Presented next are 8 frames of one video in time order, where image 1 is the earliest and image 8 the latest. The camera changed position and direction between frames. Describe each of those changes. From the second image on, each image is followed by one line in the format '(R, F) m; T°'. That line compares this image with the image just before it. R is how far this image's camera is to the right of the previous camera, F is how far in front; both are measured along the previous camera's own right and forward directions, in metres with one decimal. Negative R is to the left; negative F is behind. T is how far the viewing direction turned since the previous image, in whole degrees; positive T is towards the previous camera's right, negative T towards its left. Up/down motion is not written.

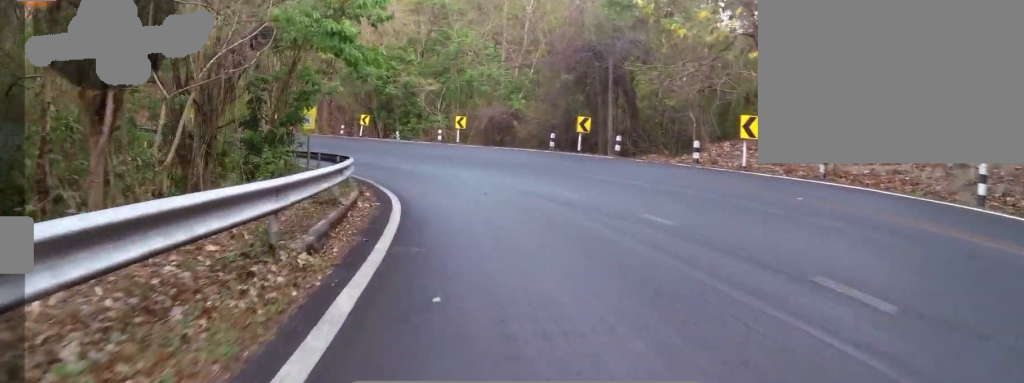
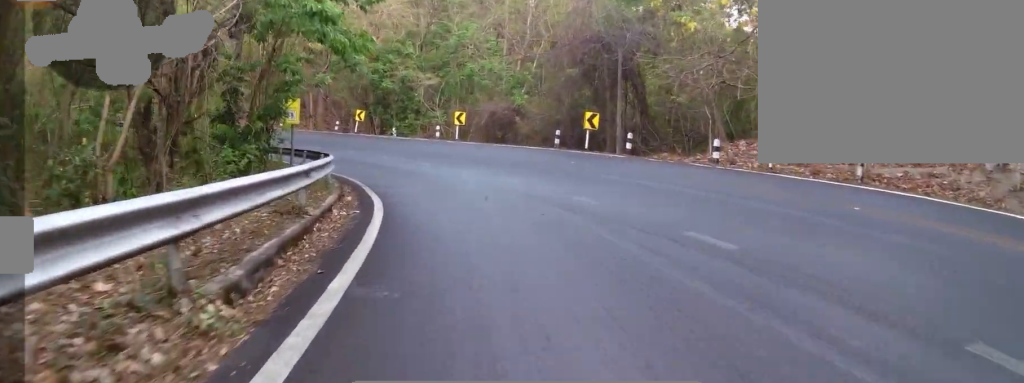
(-0.2, +2.1) m; -5°
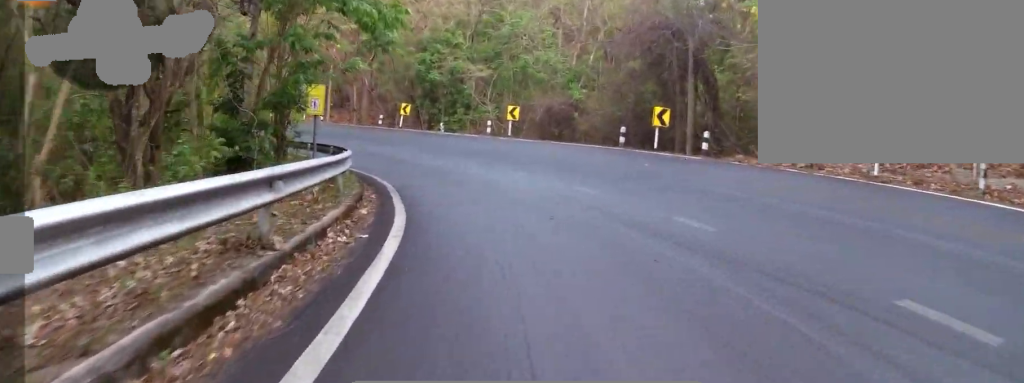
(-0.4, +3.3) m; -7°
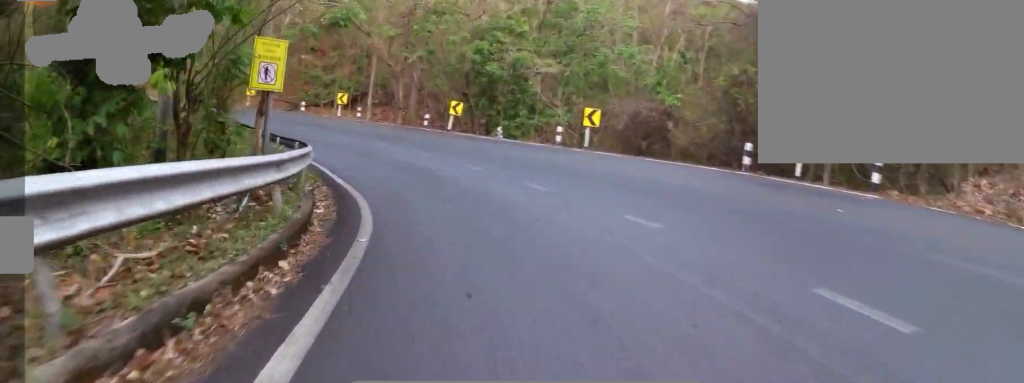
(-0.1, +7.8) m; -8°
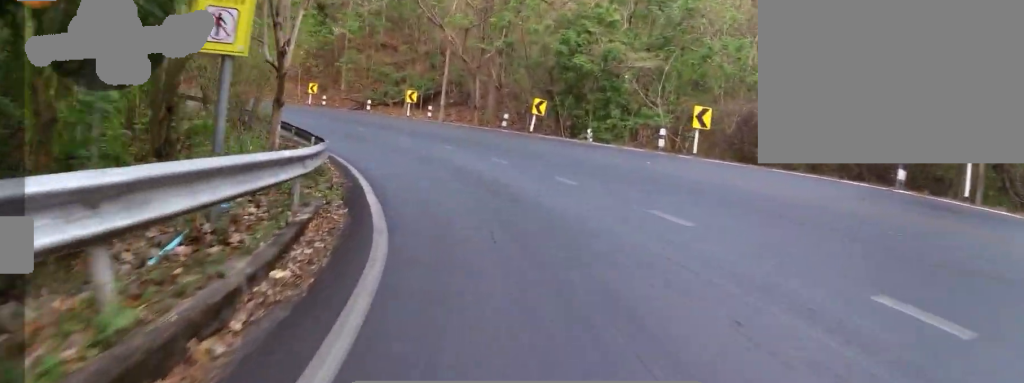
(-0.2, +4.1) m; -13°
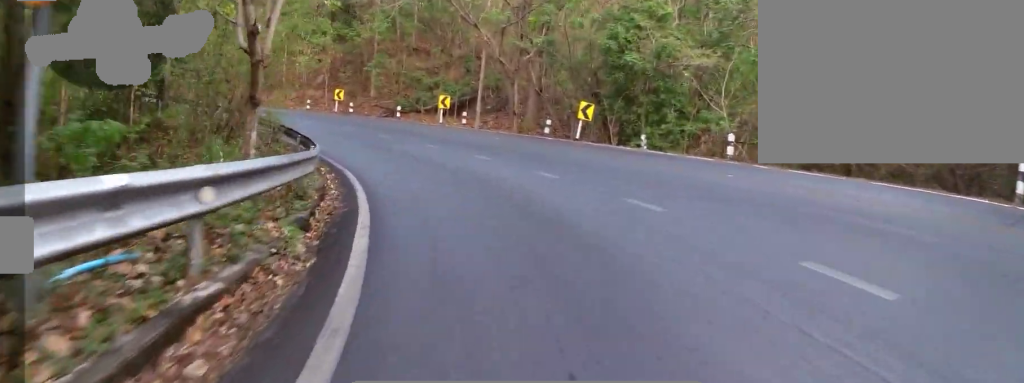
(-0.6, +3.0) m; -9°
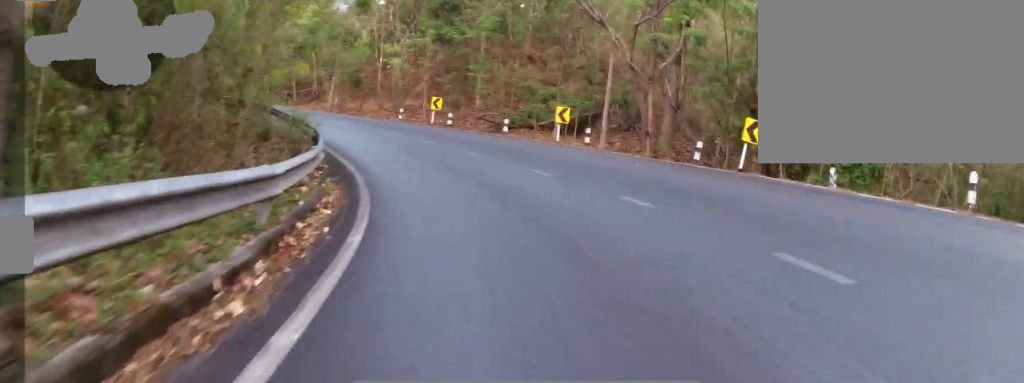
(-0.3, +6.6) m; -3°
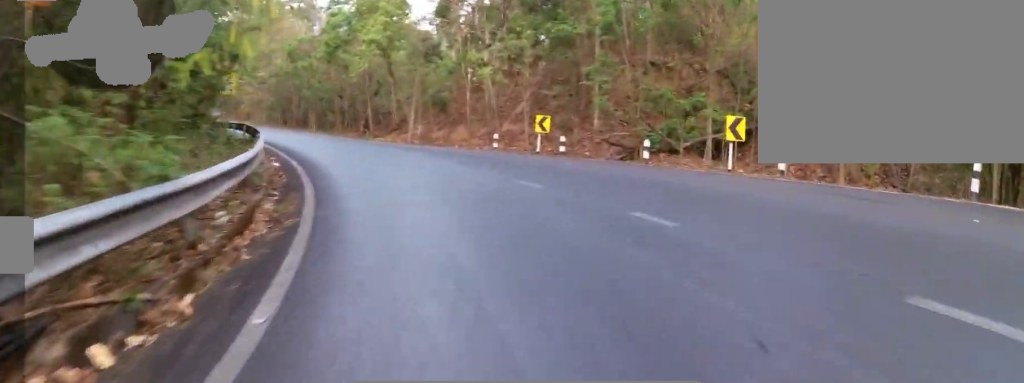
(0.0, +8.6) m; -4°
